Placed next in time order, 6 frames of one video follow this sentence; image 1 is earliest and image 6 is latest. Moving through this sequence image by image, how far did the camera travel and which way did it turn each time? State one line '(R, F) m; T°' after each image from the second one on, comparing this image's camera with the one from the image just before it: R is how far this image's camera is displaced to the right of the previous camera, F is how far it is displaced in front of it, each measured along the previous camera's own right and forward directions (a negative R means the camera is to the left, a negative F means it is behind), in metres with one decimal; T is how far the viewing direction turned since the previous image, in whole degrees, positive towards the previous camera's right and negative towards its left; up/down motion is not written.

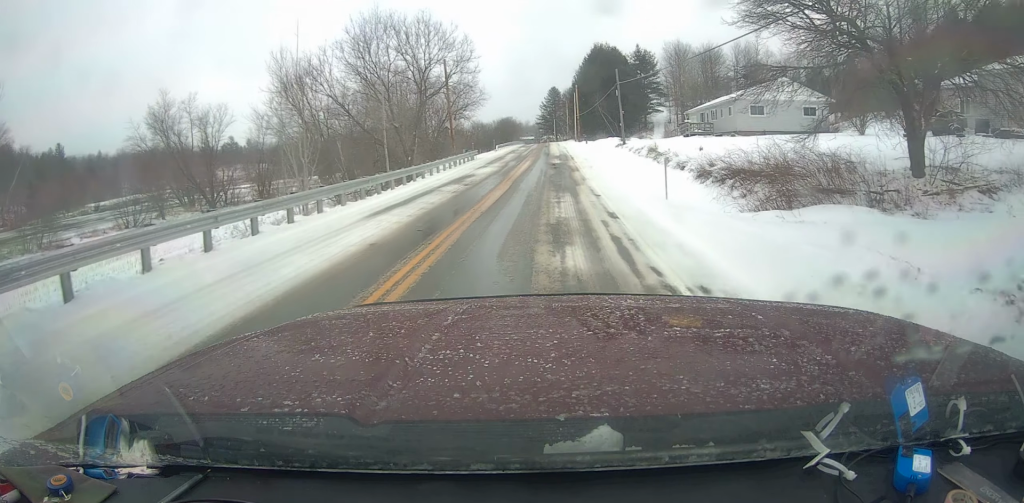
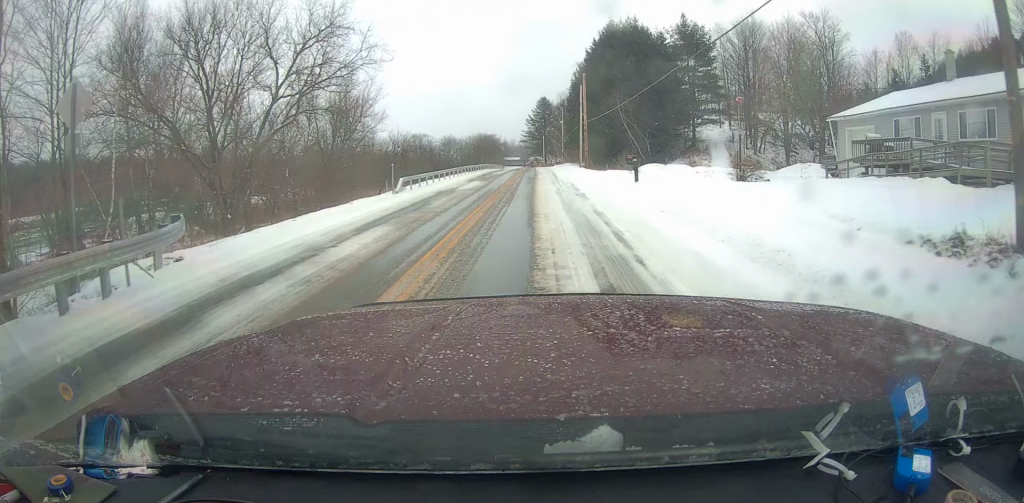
(+1.2, +40.2) m; +3°
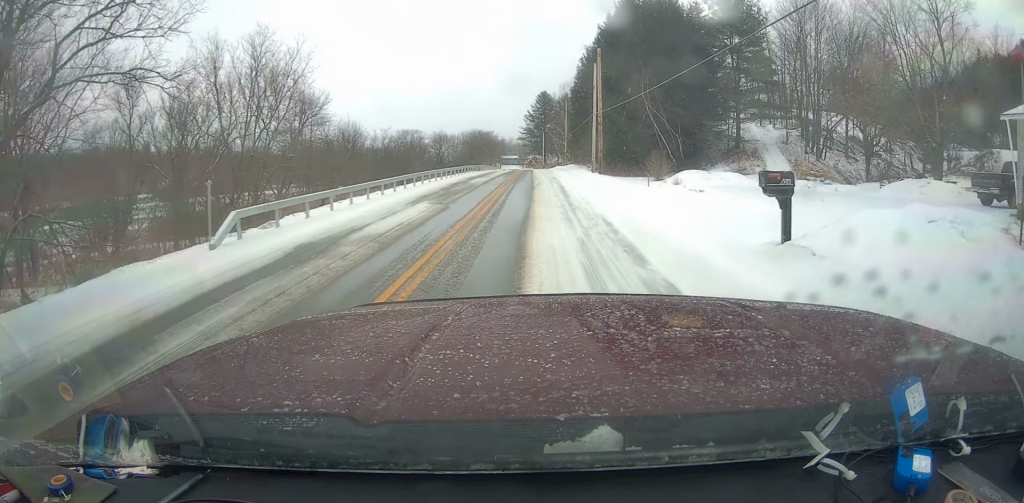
(0.0, +15.0) m; -1°
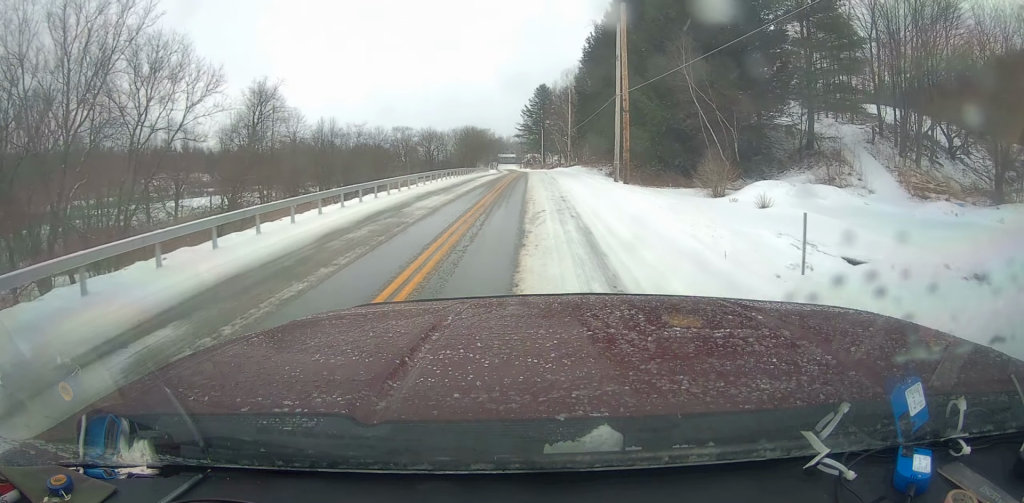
(-0.3, +14.2) m; 0°
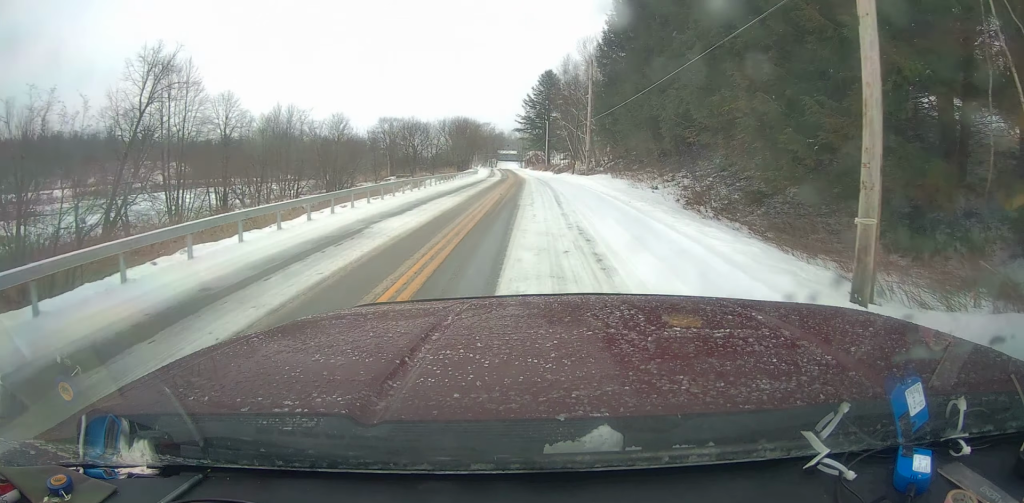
(+0.1, +23.5) m; 0°
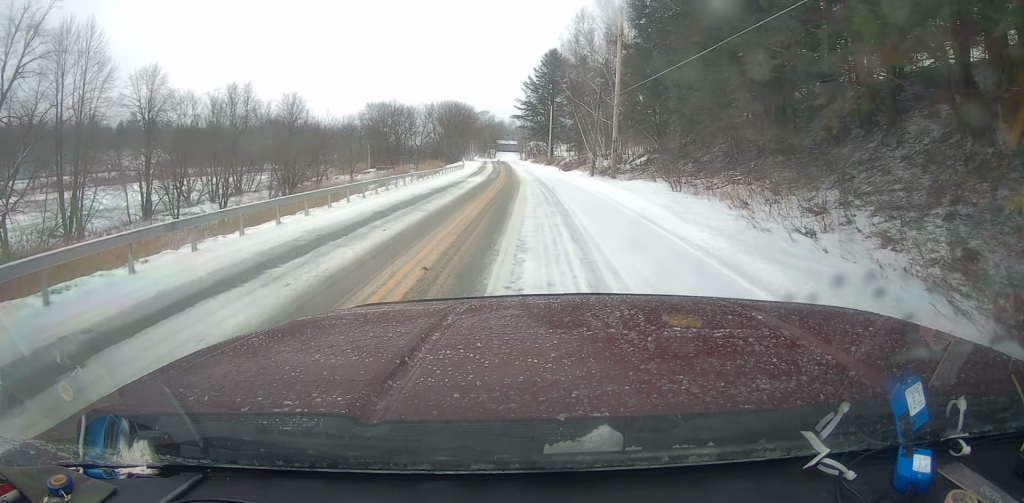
(0.0, +16.4) m; 0°
